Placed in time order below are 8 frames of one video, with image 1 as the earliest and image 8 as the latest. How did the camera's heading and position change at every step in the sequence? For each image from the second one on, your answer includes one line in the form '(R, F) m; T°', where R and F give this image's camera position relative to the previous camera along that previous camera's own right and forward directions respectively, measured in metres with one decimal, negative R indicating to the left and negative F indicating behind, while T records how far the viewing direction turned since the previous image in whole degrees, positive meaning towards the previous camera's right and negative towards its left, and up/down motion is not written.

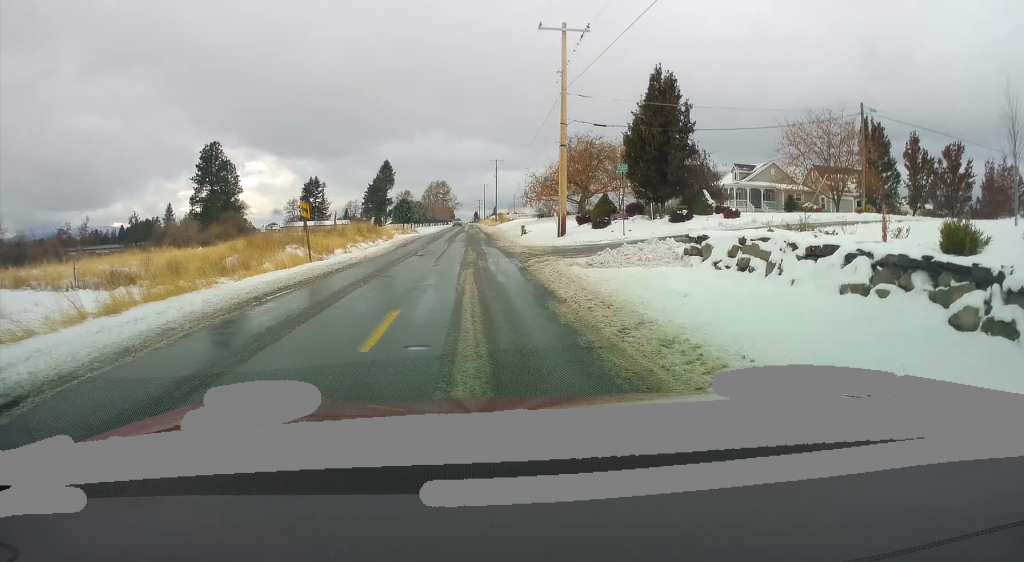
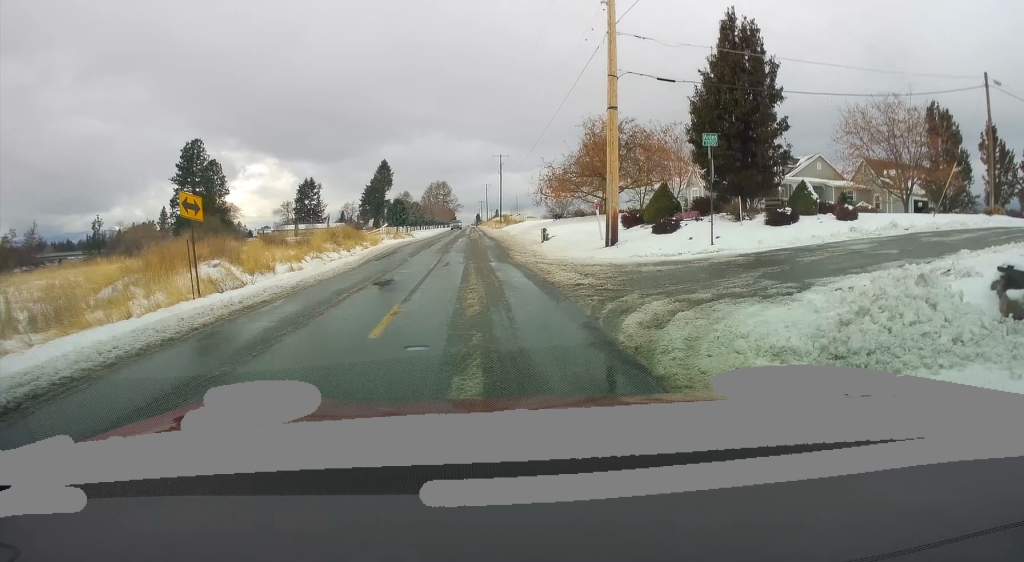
(-0.1, +11.4) m; 0°
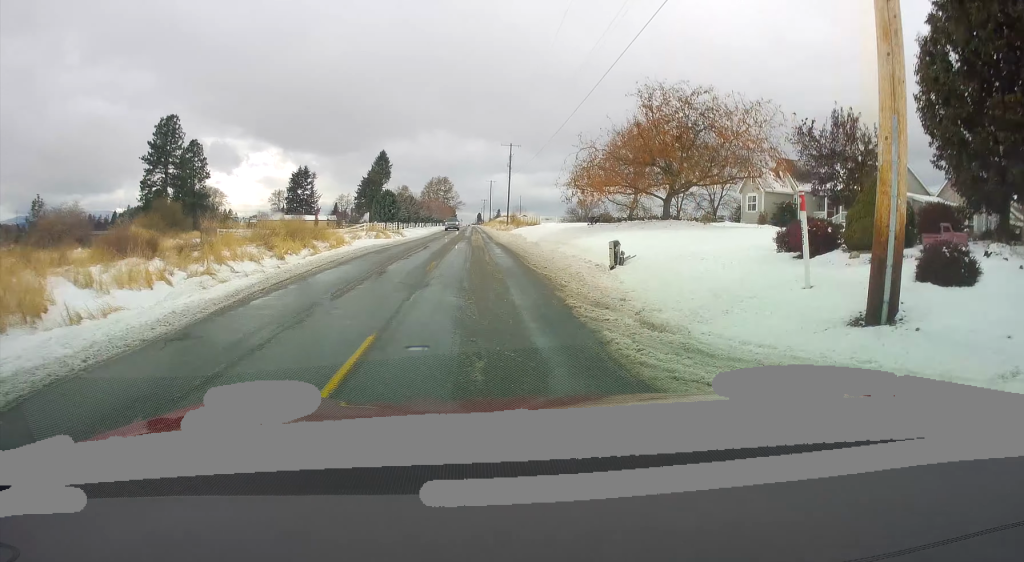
(-0.1, +14.8) m; 0°
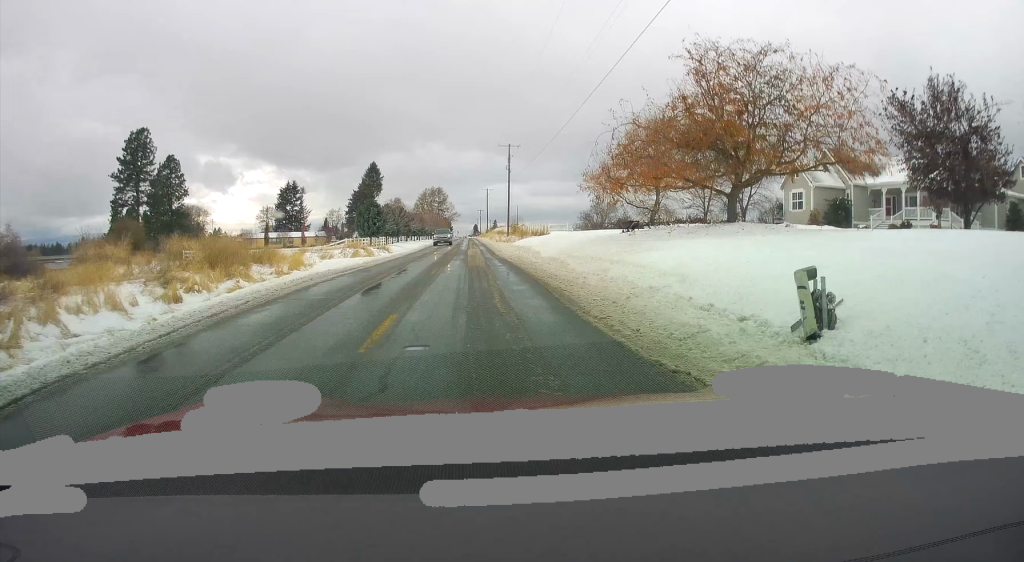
(+0.3, +9.7) m; 0°
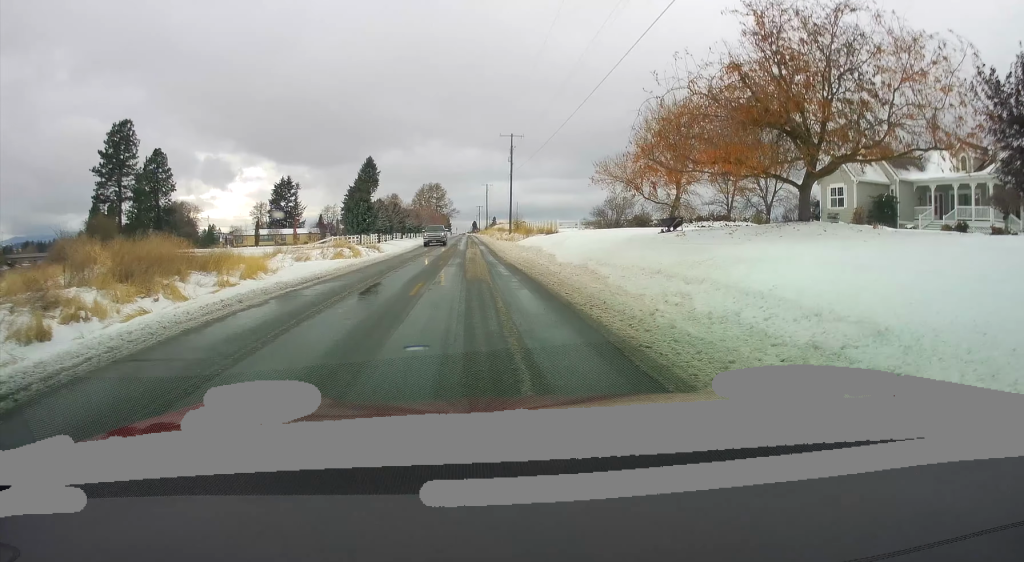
(-0.2, +6.5) m; 0°
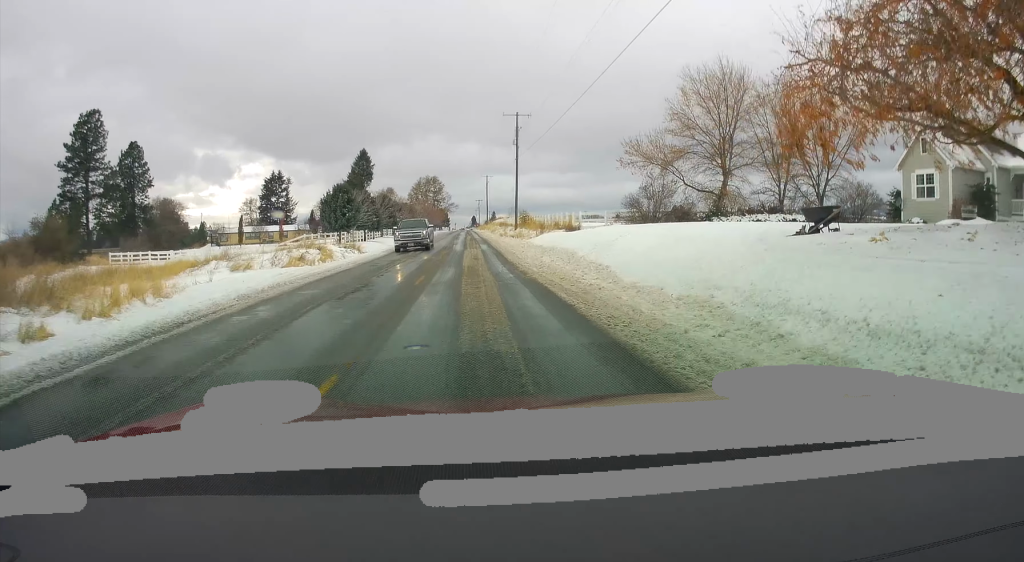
(-0.2, +10.3) m; 0°
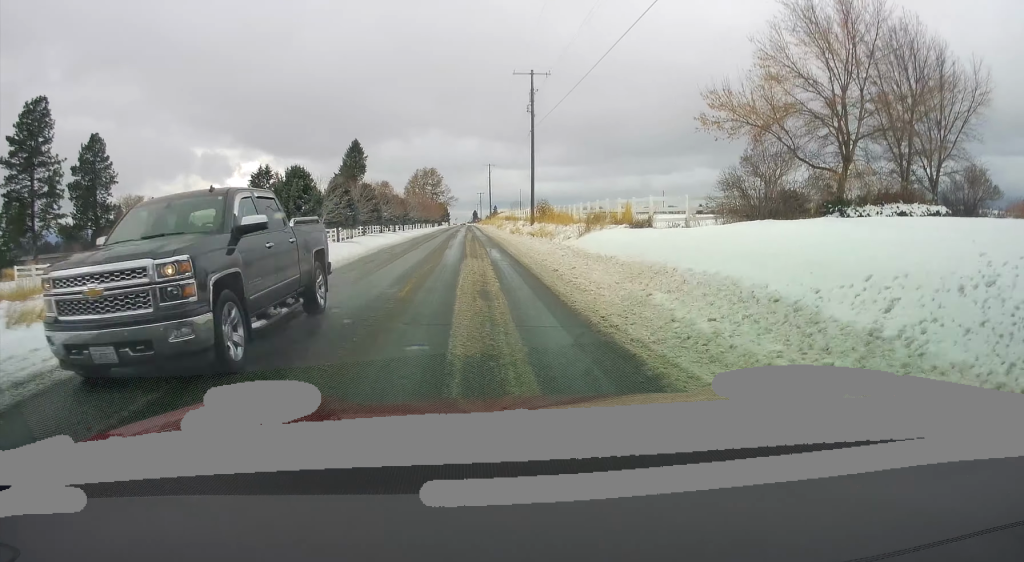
(+0.5, +14.6) m; +2°
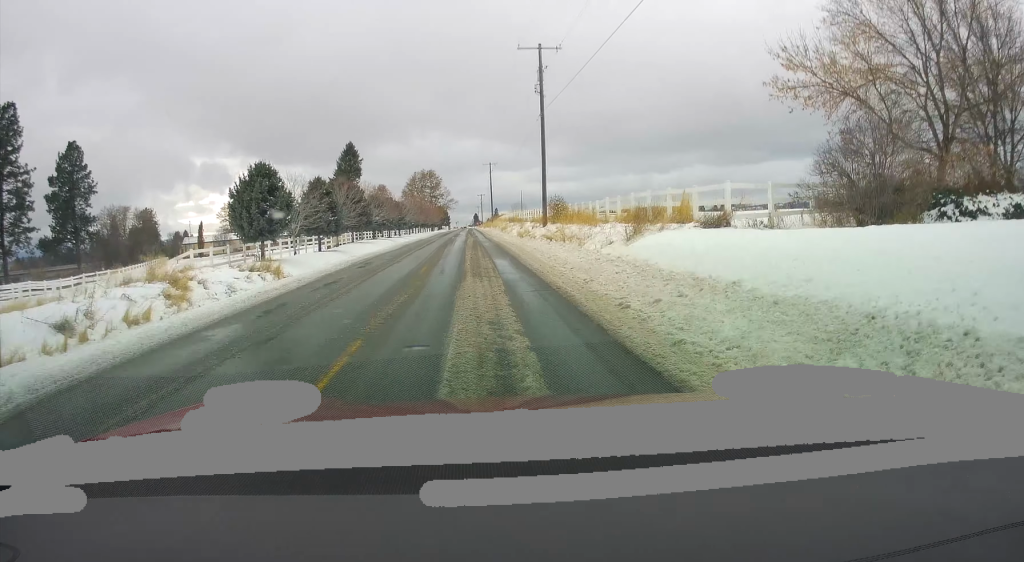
(0.0, +7.1) m; -1°
